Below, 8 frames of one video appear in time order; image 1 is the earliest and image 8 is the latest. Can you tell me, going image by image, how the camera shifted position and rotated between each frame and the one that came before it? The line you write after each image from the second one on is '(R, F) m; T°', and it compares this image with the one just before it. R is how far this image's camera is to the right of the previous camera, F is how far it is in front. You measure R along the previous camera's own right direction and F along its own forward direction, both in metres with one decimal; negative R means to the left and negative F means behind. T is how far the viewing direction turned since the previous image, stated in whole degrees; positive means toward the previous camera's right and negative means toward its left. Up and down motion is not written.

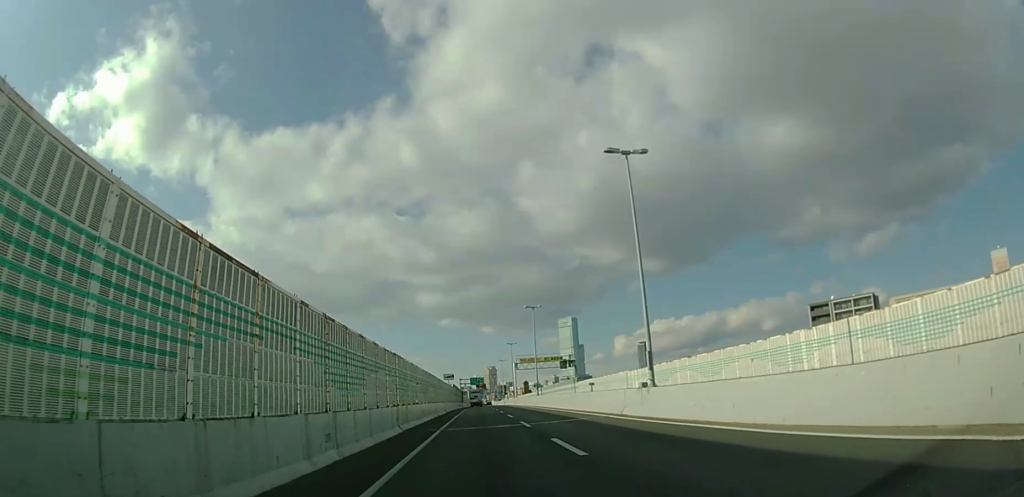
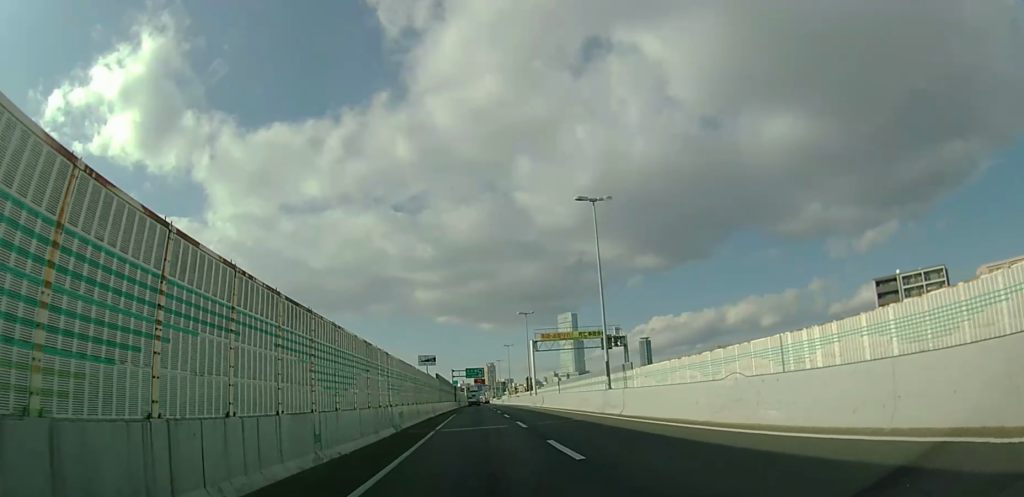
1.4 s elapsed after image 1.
(-0.3, +30.9) m; -1°
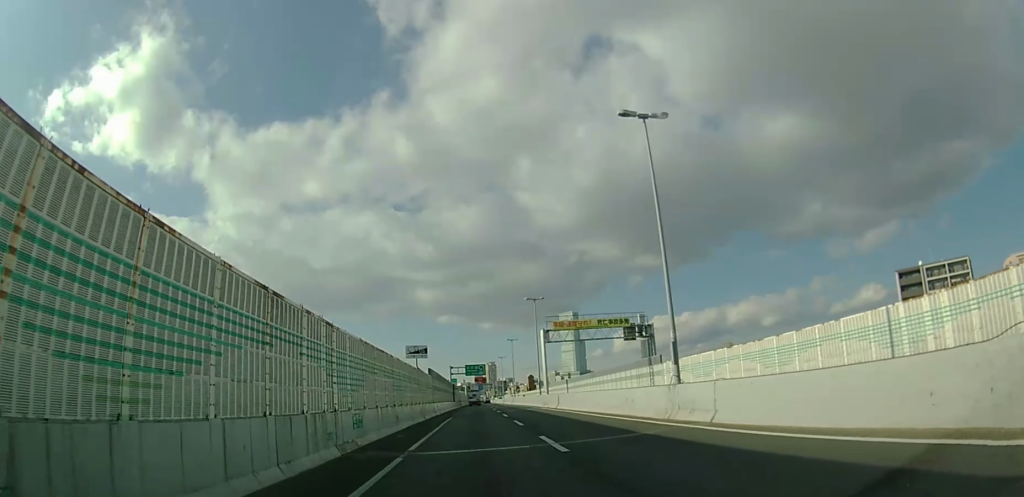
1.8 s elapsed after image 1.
(0.0, +8.6) m; 0°
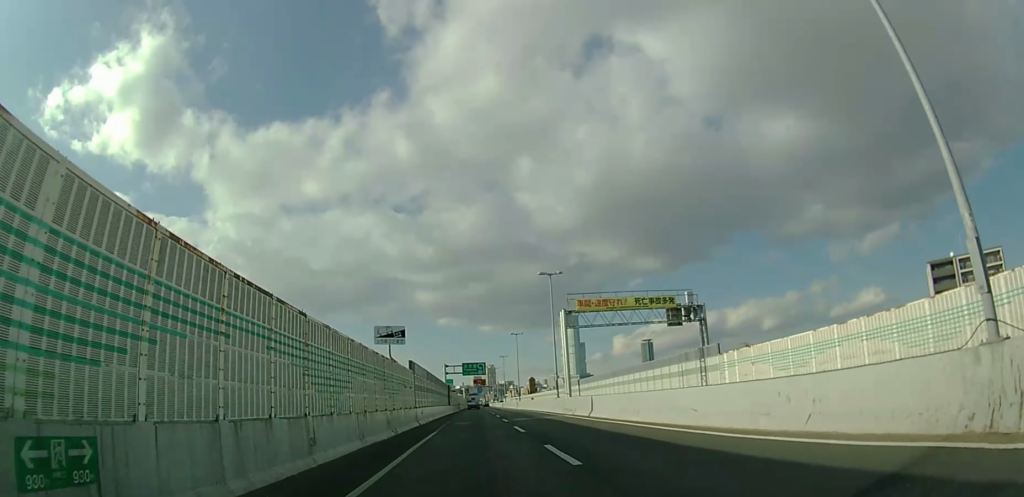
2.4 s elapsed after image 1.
(+0.1, +12.1) m; 0°
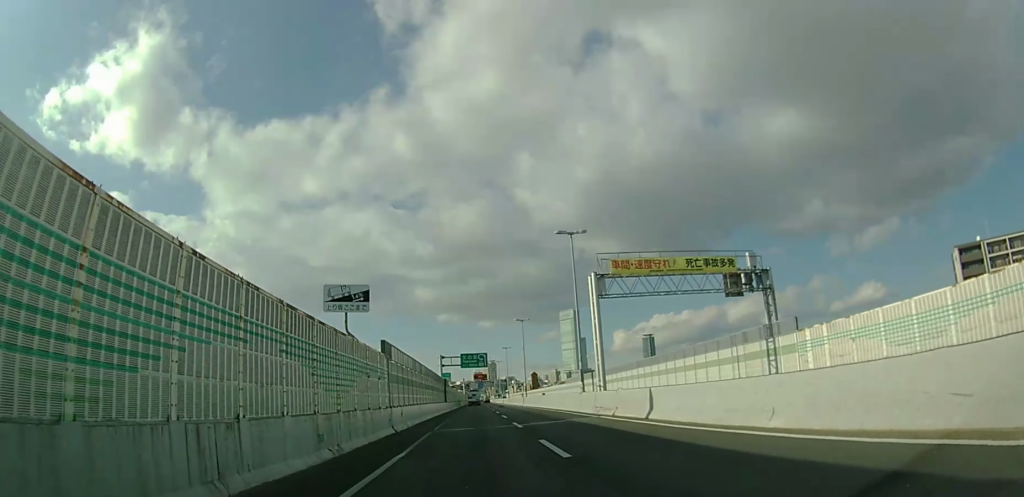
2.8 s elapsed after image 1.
(0.0, +9.2) m; 0°
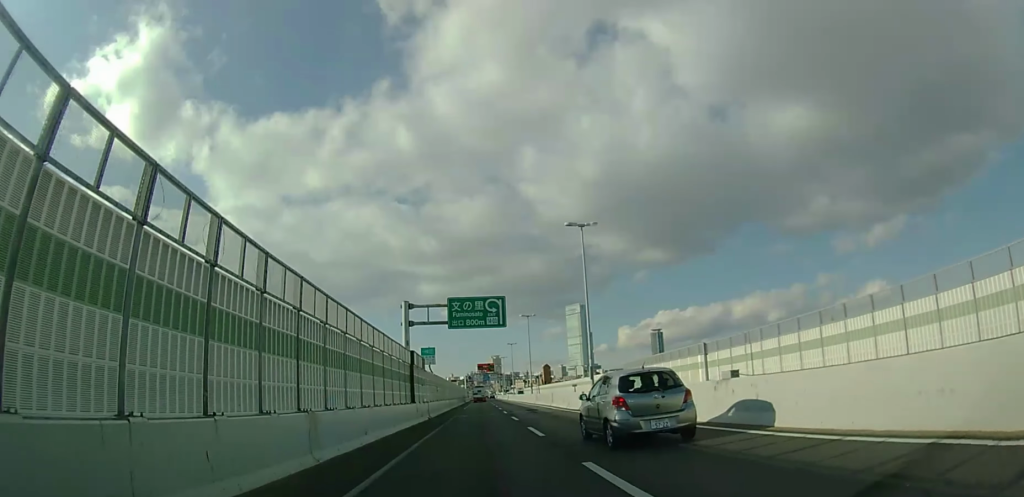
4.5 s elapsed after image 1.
(0.0, +35.2) m; 0°
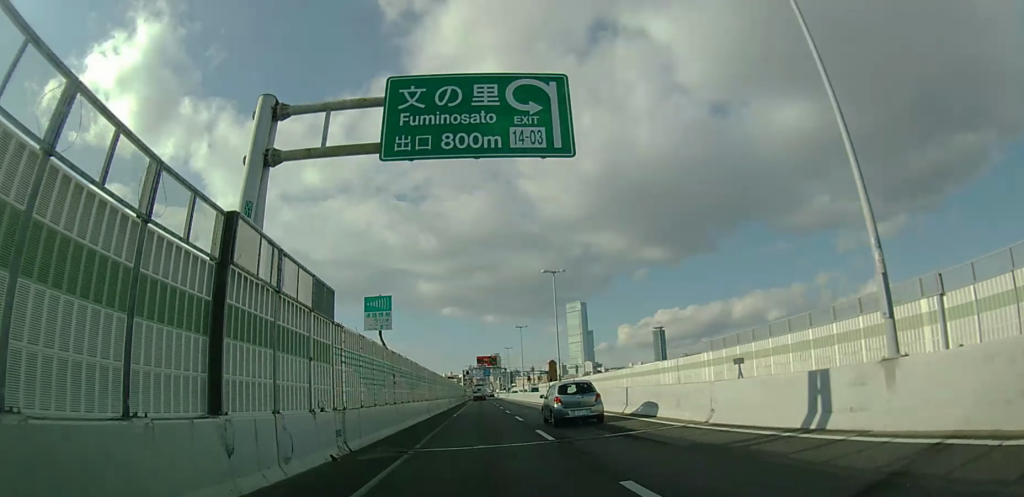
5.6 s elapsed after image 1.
(-0.1, +22.2) m; -1°
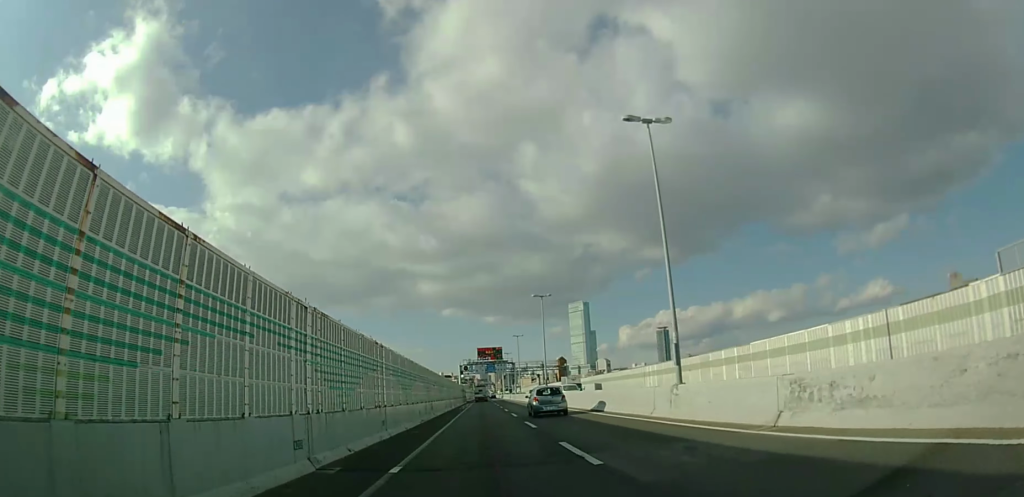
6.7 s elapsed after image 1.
(-0.2, +23.9) m; -1°
